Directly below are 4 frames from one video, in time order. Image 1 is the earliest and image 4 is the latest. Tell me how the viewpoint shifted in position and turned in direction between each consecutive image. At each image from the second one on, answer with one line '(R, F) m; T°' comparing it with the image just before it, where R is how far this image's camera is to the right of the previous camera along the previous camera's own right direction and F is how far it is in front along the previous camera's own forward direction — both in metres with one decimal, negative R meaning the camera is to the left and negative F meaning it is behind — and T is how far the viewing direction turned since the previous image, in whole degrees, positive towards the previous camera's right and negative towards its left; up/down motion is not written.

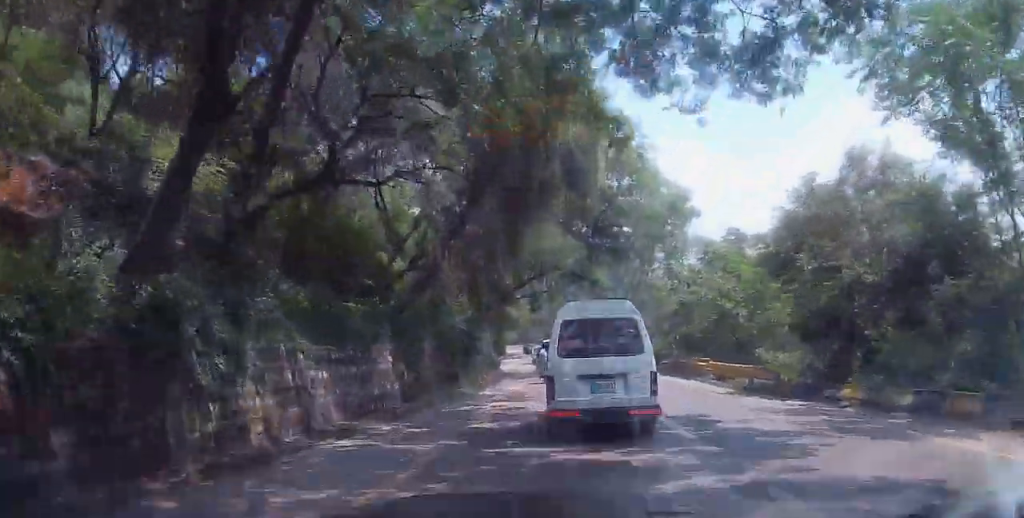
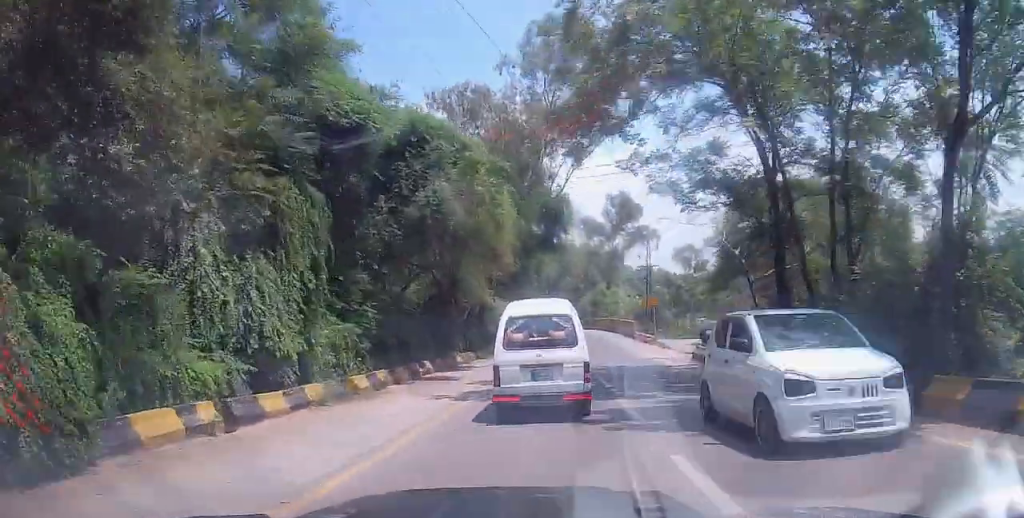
(-1.2, +46.2) m; -3°
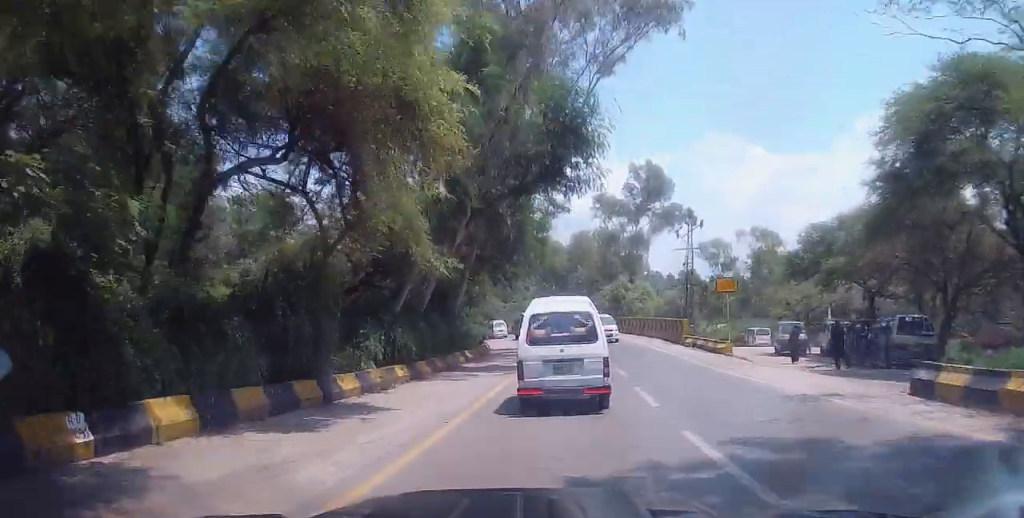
(-0.4, +16.7) m; -2°
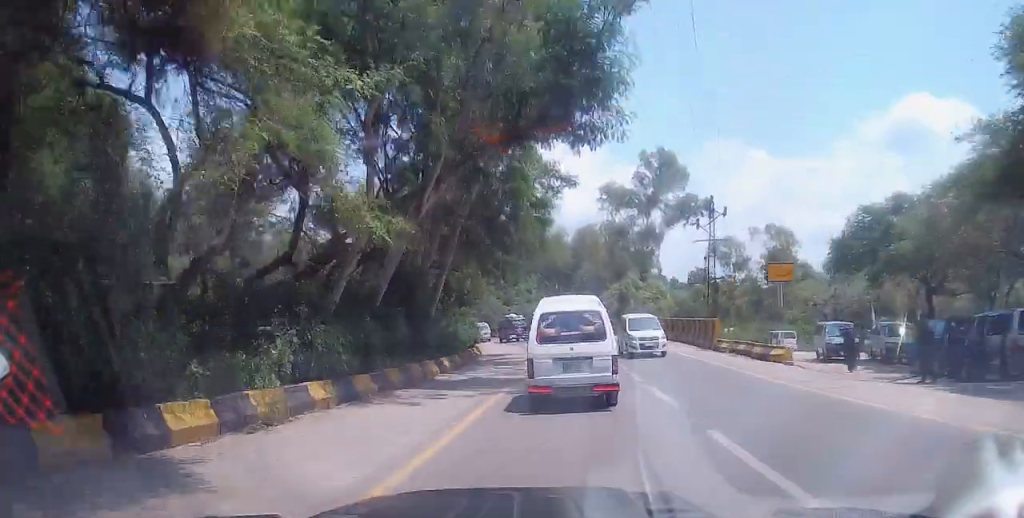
(0.0, +6.2) m; 0°
